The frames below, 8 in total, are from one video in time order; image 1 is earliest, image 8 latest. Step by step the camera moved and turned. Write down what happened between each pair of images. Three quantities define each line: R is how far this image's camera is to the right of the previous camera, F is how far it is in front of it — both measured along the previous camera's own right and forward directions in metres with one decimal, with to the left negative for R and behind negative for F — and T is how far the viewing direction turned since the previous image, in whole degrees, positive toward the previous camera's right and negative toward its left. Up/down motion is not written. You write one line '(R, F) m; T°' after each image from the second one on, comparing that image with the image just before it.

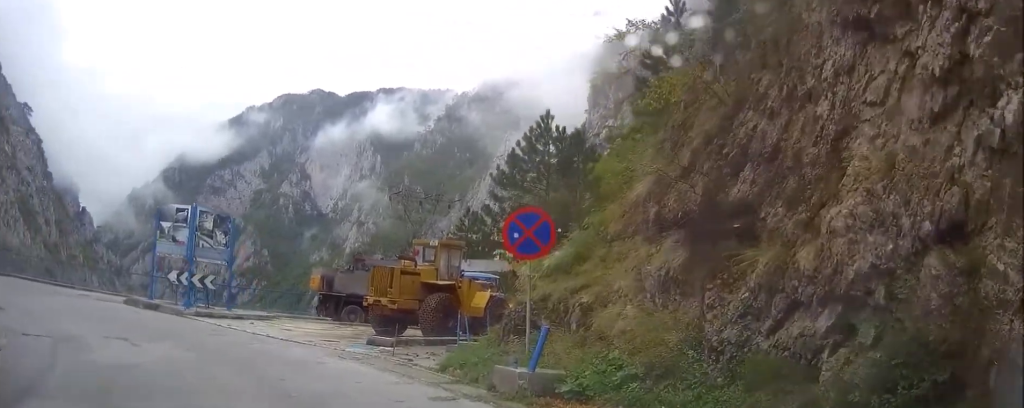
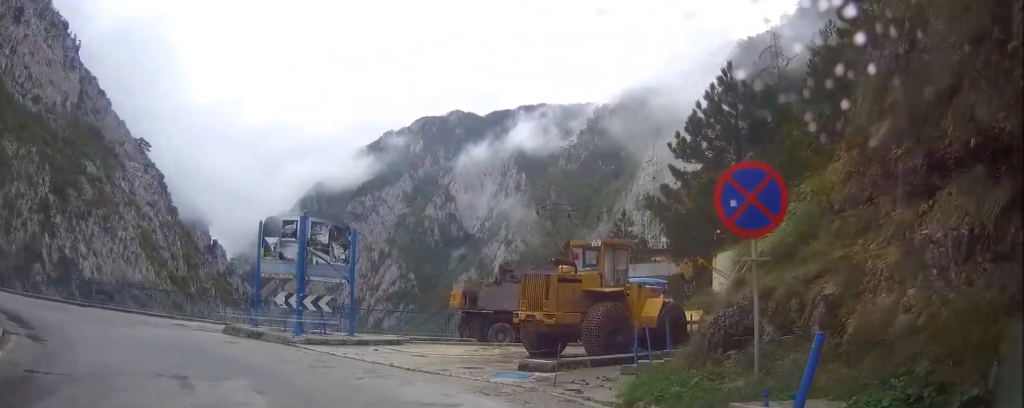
(0.0, +4.6) m; -5°
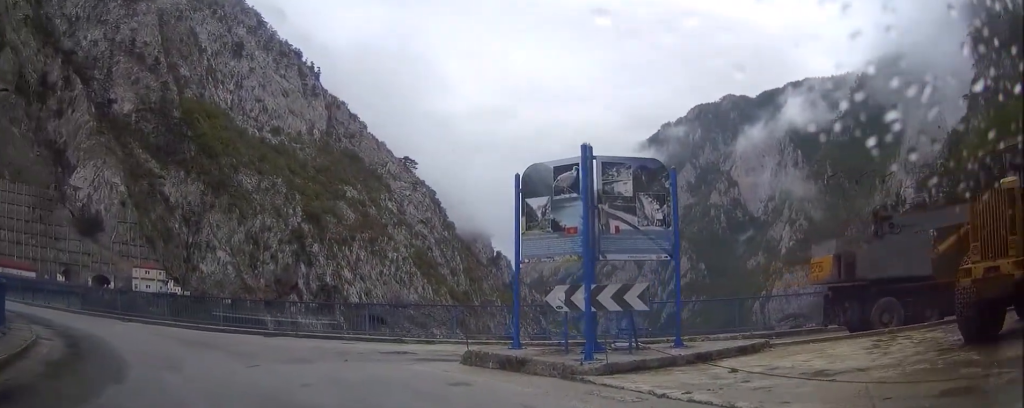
(-2.7, +9.5) m; -30°
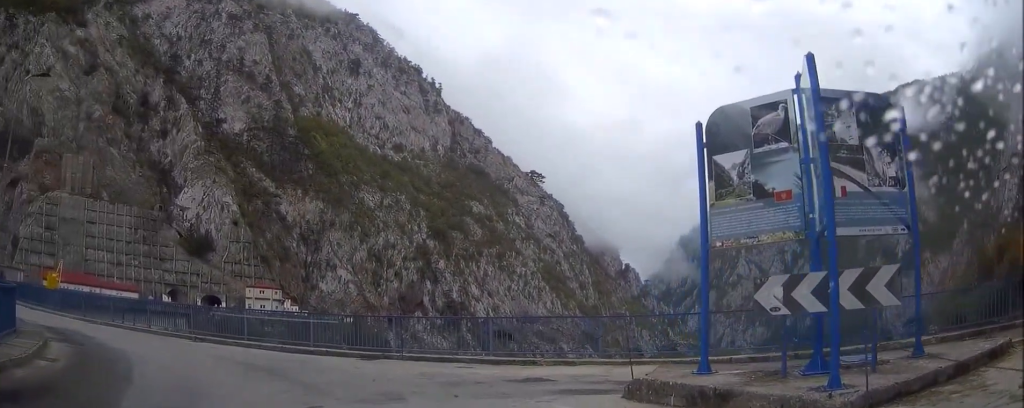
(-0.5, +5.2) m; -11°
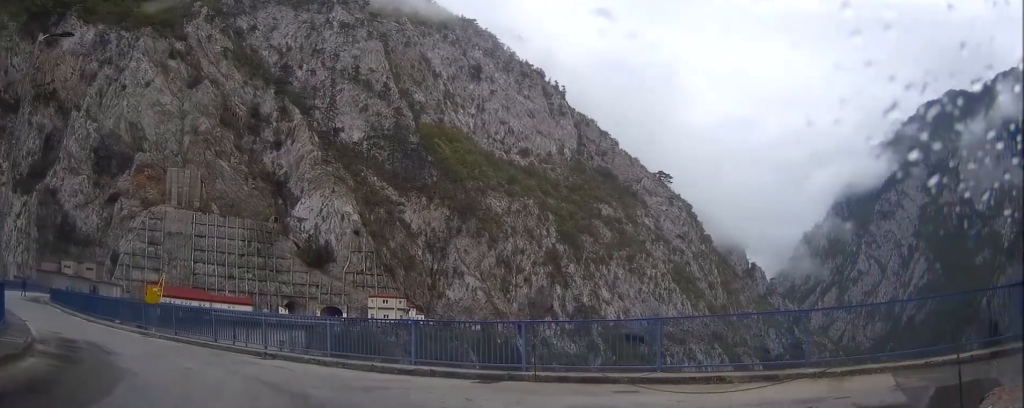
(-0.6, +6.1) m; -10°
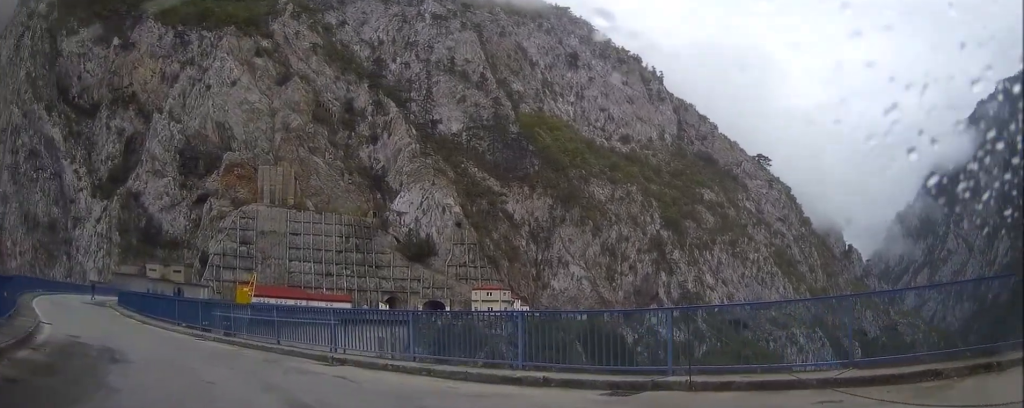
(-0.2, +4.4) m; -7°
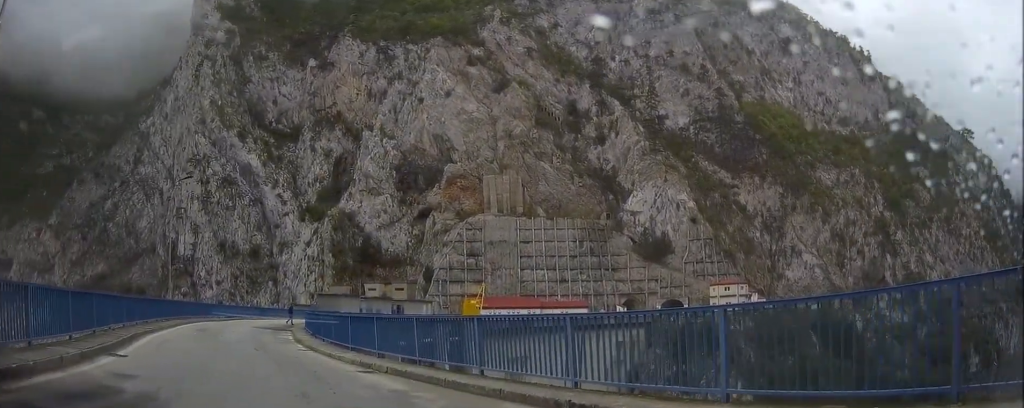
(-0.9, +7.9) m; -14°
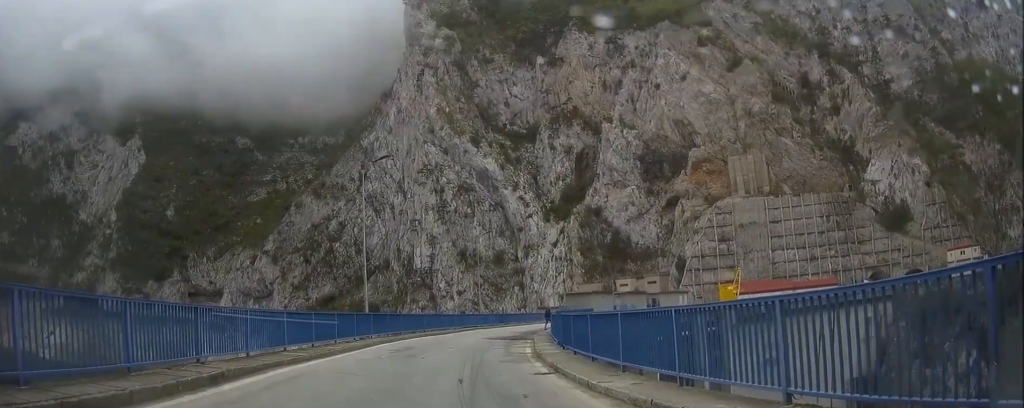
(-1.2, +8.7) m; -14°
